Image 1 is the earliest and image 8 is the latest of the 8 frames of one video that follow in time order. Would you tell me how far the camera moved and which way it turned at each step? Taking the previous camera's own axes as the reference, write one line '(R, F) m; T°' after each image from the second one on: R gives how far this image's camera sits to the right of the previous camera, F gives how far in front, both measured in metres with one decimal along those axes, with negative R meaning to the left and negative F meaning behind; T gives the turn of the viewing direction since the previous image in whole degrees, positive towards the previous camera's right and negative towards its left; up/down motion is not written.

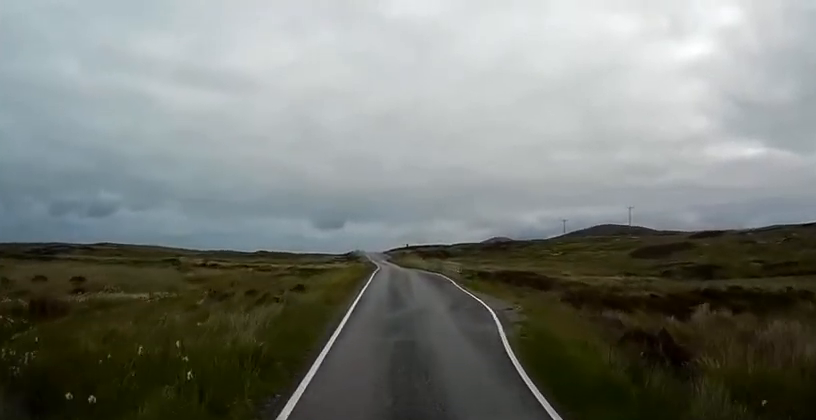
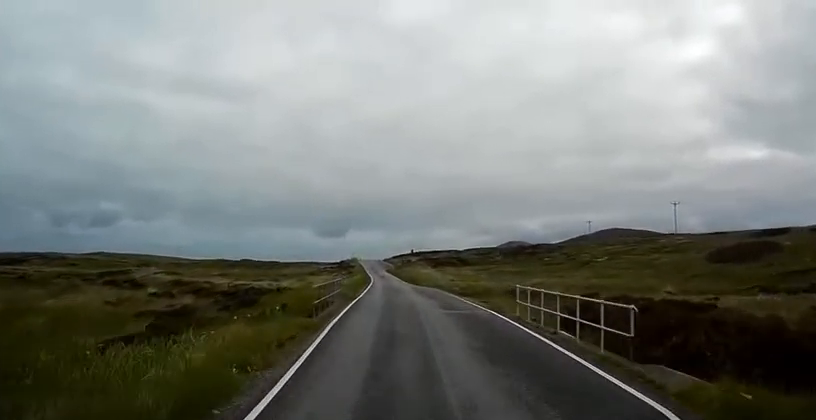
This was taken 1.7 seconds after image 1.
(+0.2, +27.6) m; 0°
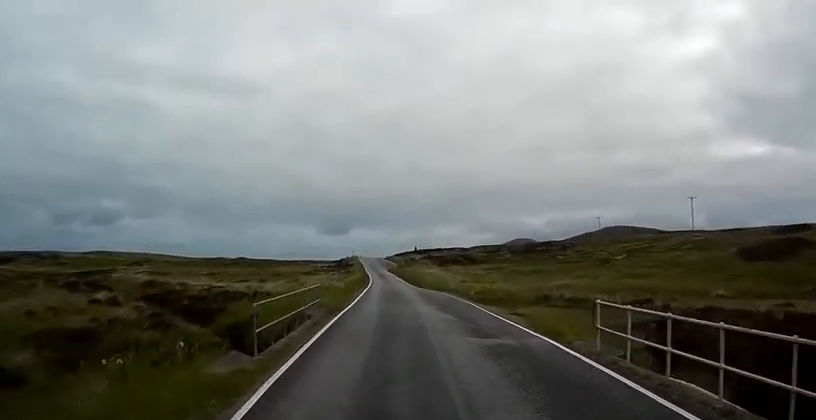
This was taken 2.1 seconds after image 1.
(0.0, +7.1) m; 0°
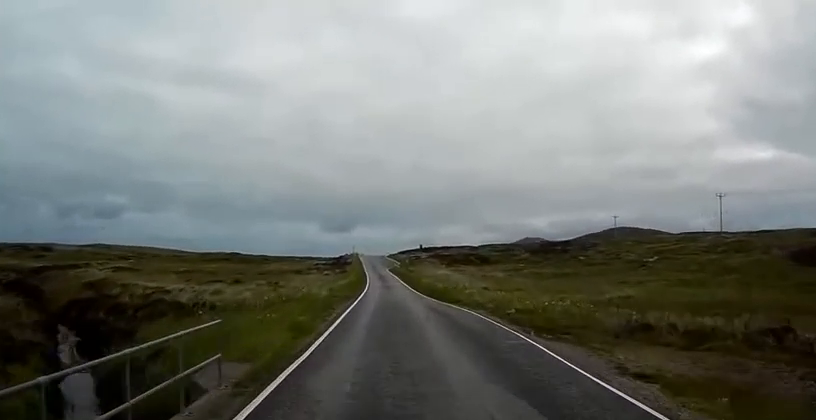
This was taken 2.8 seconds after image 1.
(0.0, +11.7) m; -1°
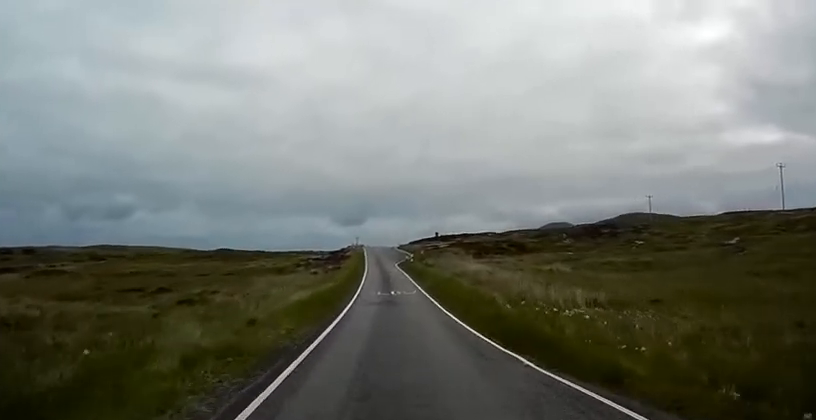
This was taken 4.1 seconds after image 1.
(-0.4, +20.2) m; -3°
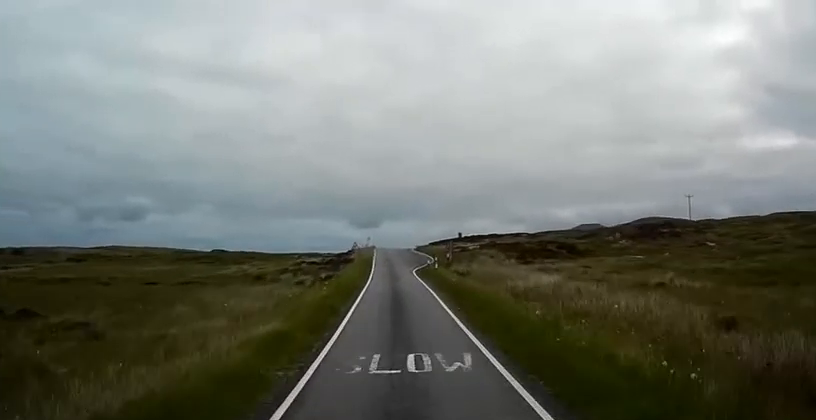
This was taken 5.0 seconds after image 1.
(-0.3, +15.5) m; -1°
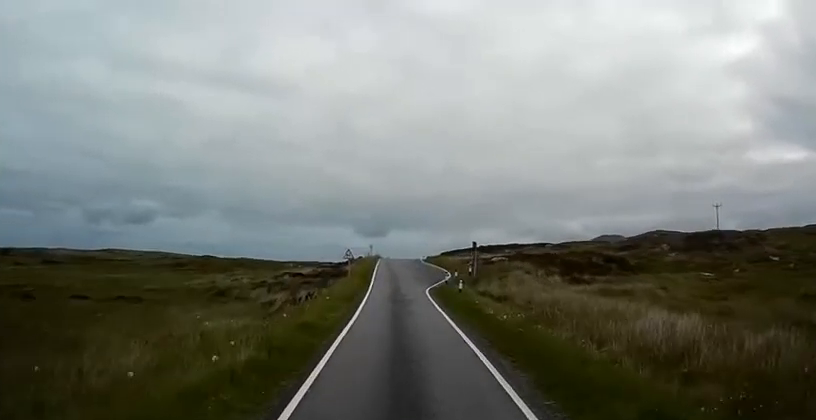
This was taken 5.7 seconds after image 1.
(-0.1, +10.9) m; 0°
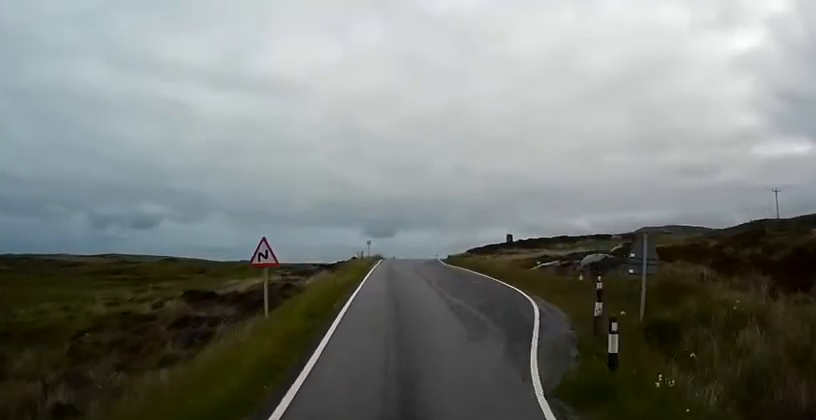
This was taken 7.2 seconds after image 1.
(0.0, +23.8) m; 0°
